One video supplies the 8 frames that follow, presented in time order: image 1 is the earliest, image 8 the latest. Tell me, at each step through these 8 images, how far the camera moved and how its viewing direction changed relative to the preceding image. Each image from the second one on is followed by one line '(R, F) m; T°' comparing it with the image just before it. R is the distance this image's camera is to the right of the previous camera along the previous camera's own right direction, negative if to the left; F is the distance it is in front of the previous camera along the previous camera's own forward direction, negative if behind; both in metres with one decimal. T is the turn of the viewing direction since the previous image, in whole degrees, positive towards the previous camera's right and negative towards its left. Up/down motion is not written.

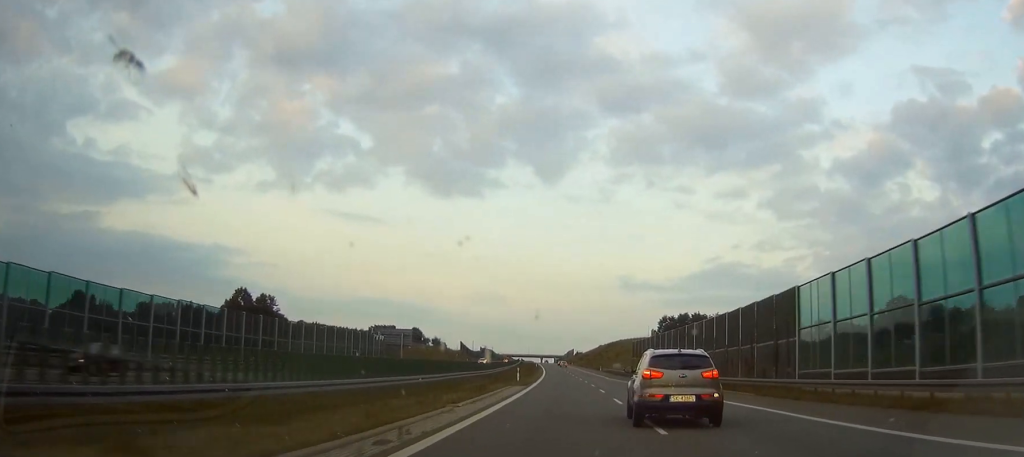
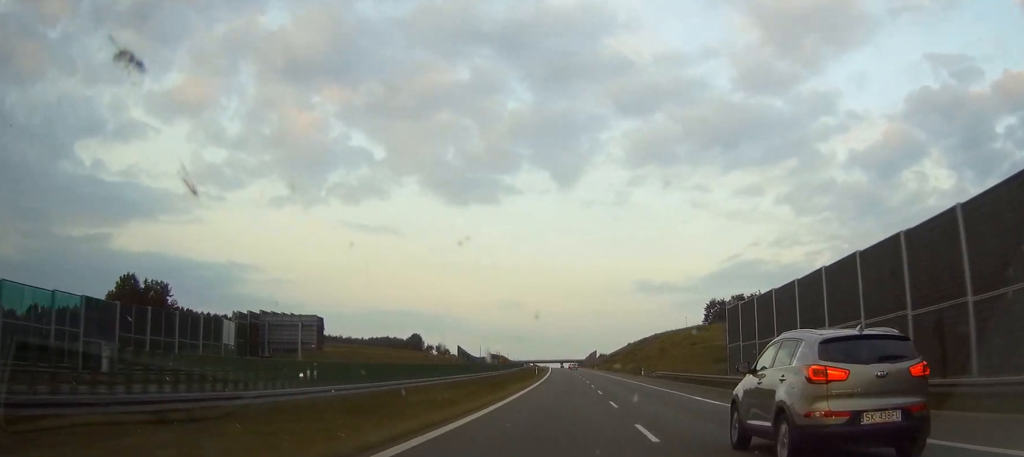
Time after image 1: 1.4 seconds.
(0.0, +60.4) m; 0°
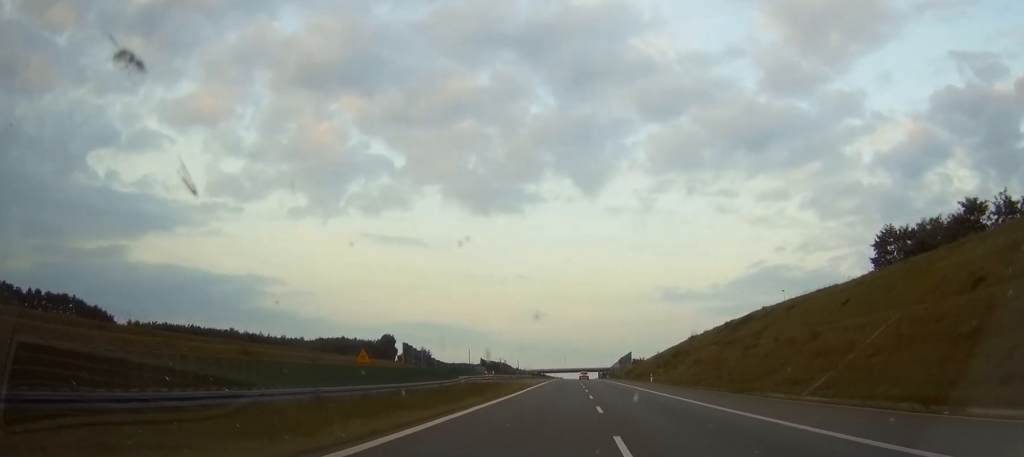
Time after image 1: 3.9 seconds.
(0.0, +107.8) m; -1°
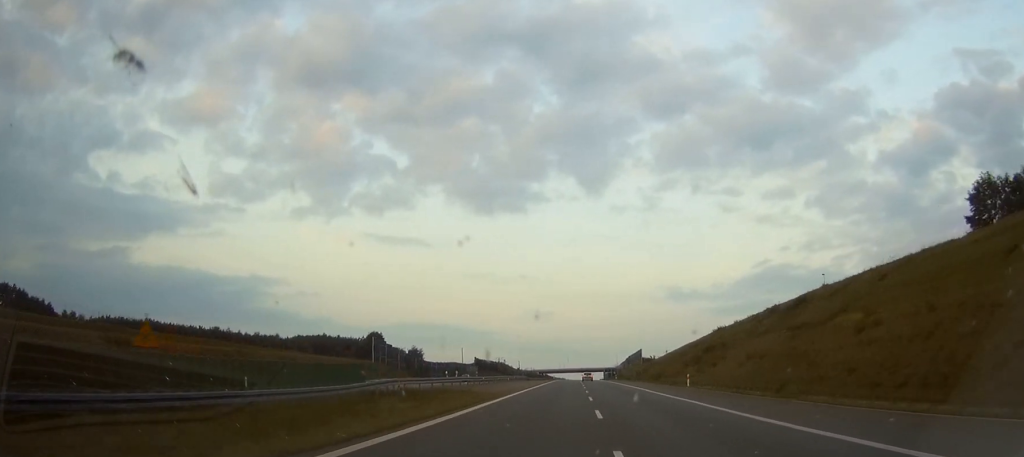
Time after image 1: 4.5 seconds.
(+0.4, +26.3) m; -2°
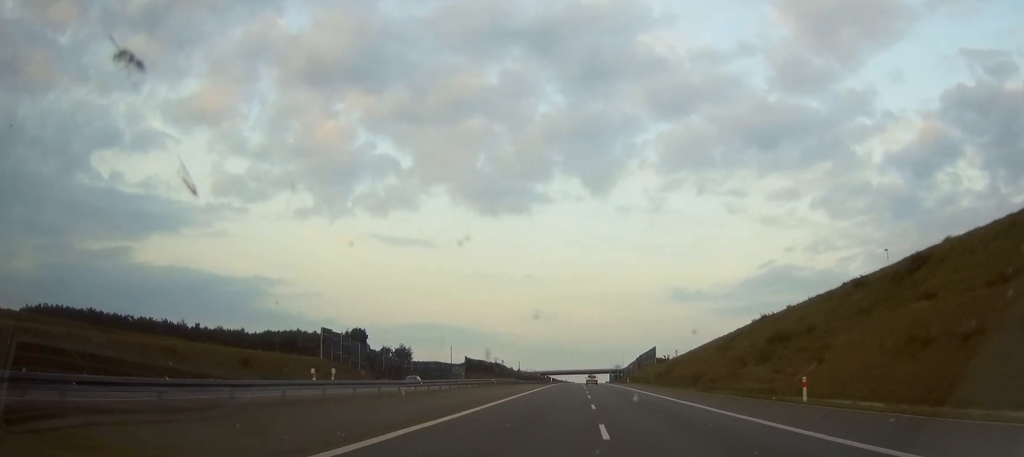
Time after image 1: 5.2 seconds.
(-1.2, +29.5) m; -2°
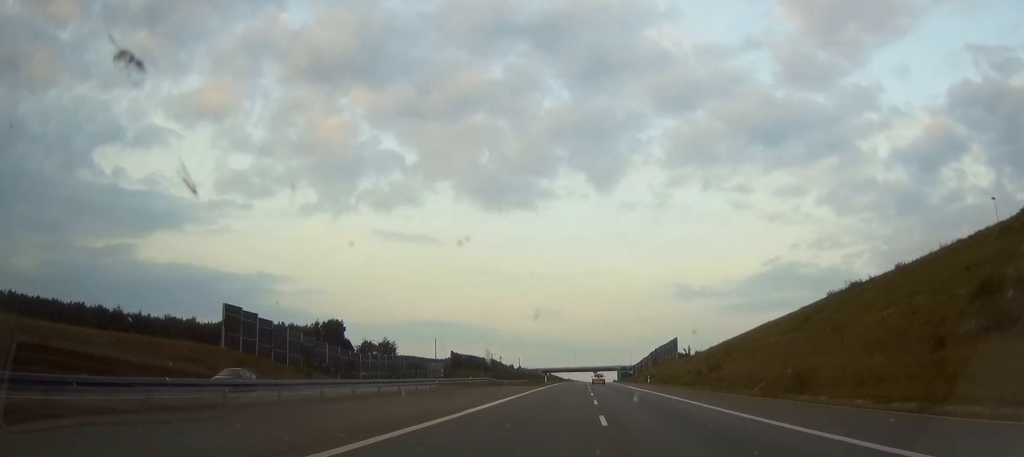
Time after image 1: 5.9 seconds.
(-0.5, +32.6) m; -1°
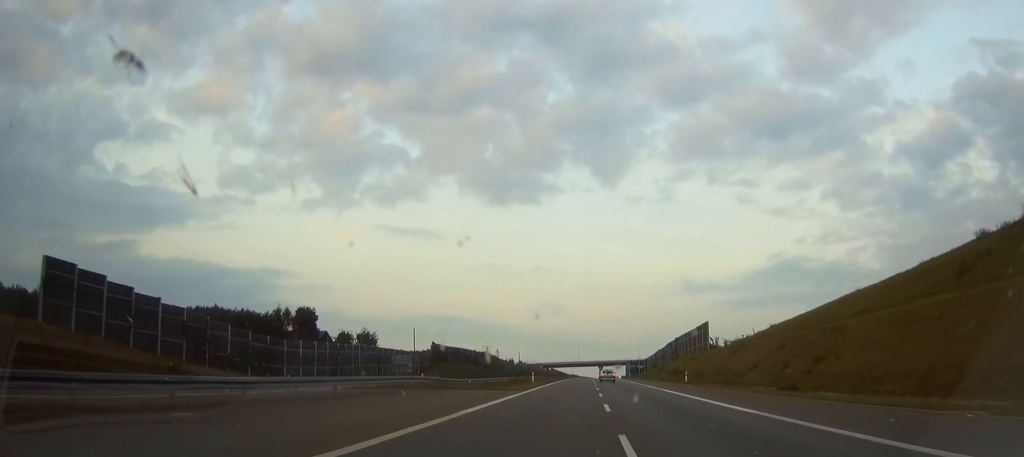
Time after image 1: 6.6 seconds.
(0.0, +31.3) m; 0°
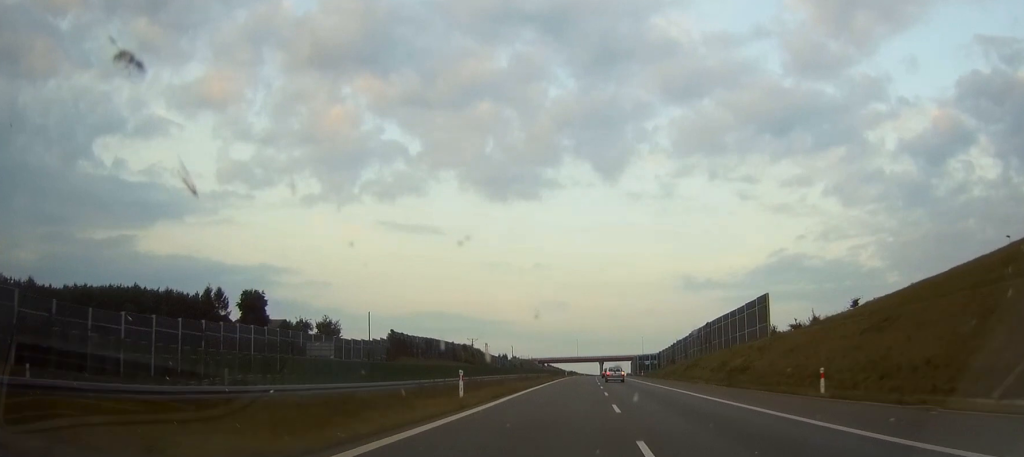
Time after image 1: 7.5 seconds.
(-0.1, +37.3) m; 0°
